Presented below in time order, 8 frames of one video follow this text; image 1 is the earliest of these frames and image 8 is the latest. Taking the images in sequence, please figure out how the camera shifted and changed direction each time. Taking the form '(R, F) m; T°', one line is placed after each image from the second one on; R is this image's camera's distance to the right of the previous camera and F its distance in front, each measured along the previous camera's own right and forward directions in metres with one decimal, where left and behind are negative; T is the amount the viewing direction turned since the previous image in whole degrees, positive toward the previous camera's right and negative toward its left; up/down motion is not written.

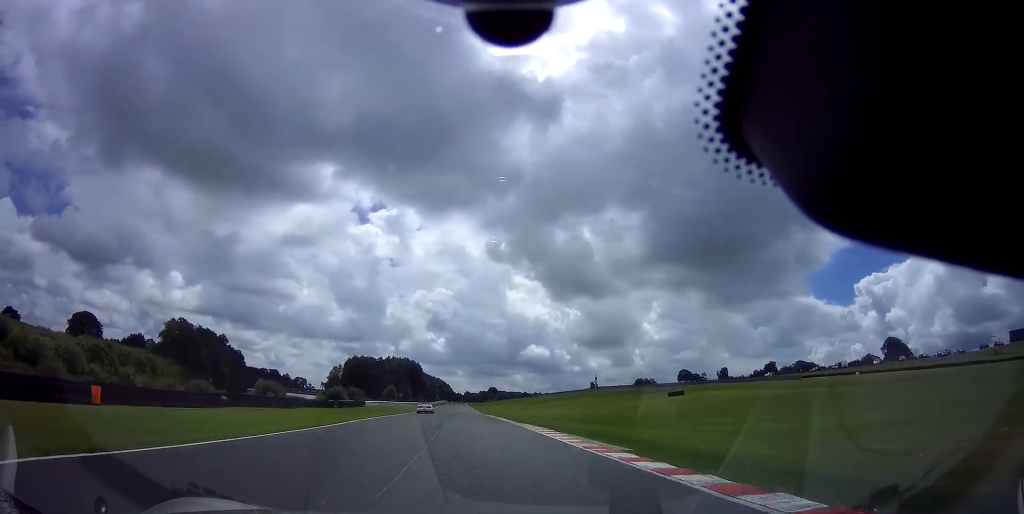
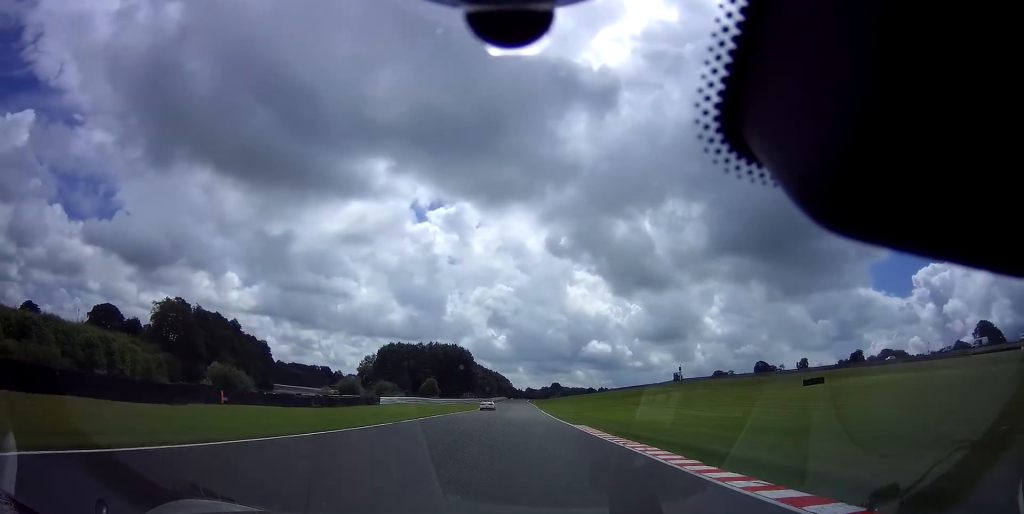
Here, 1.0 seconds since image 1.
(-2.6, +34.3) m; -6°
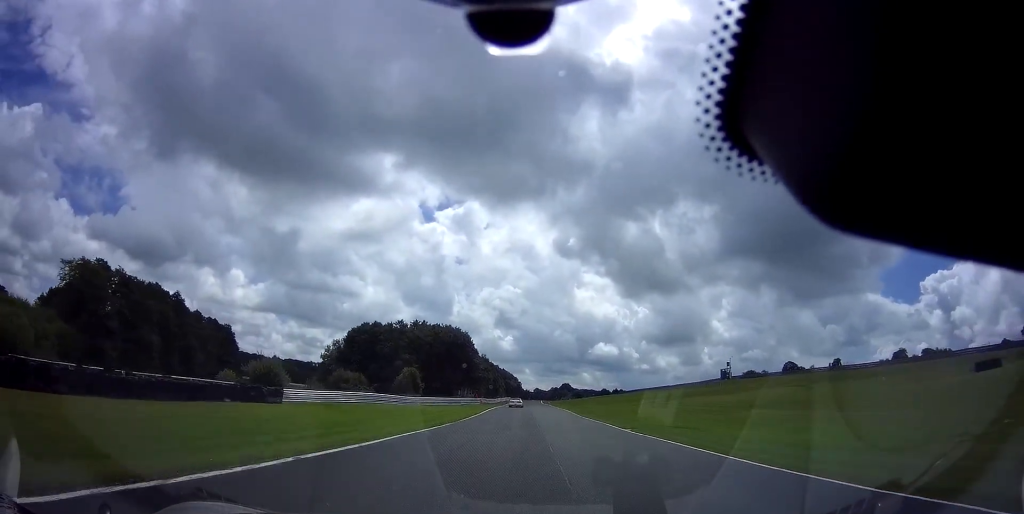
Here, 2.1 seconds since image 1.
(-1.1, +36.9) m; -1°
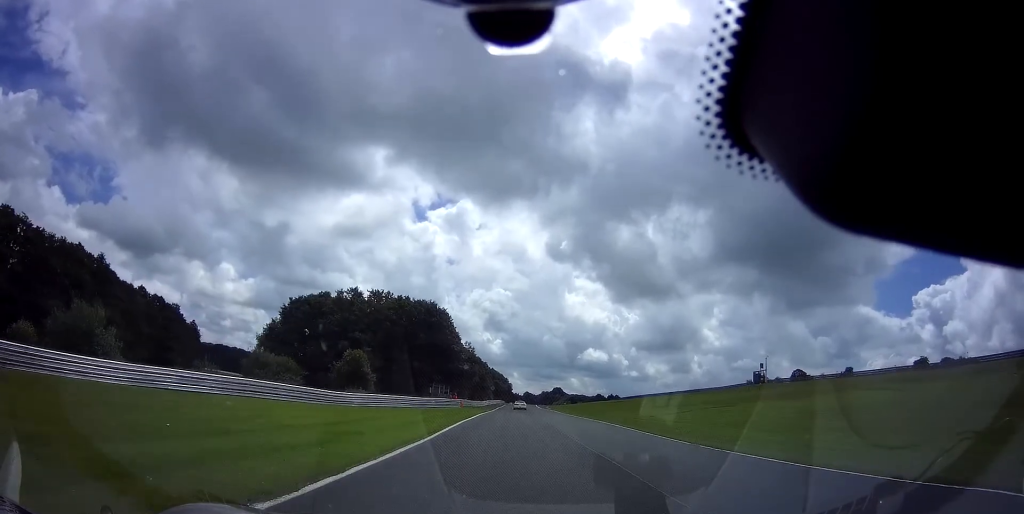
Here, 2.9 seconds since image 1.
(0.0, +27.3) m; +1°
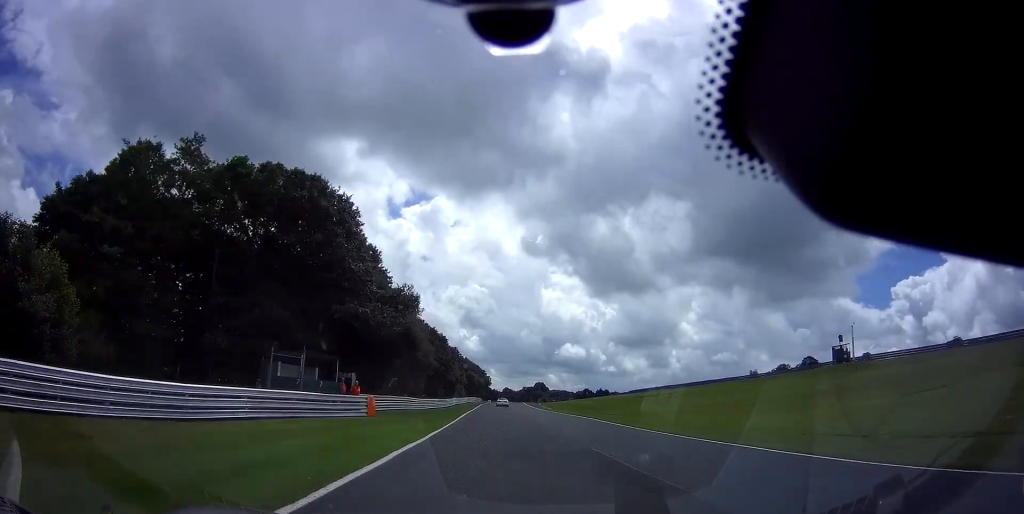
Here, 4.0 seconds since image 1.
(+0.6, +42.3) m; +2°
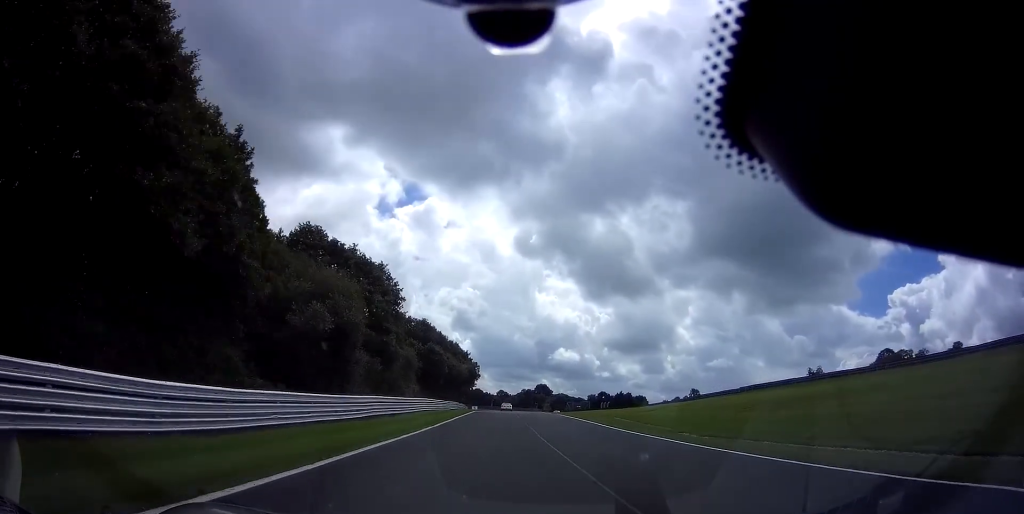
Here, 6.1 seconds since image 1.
(+1.2, +83.0) m; +1°
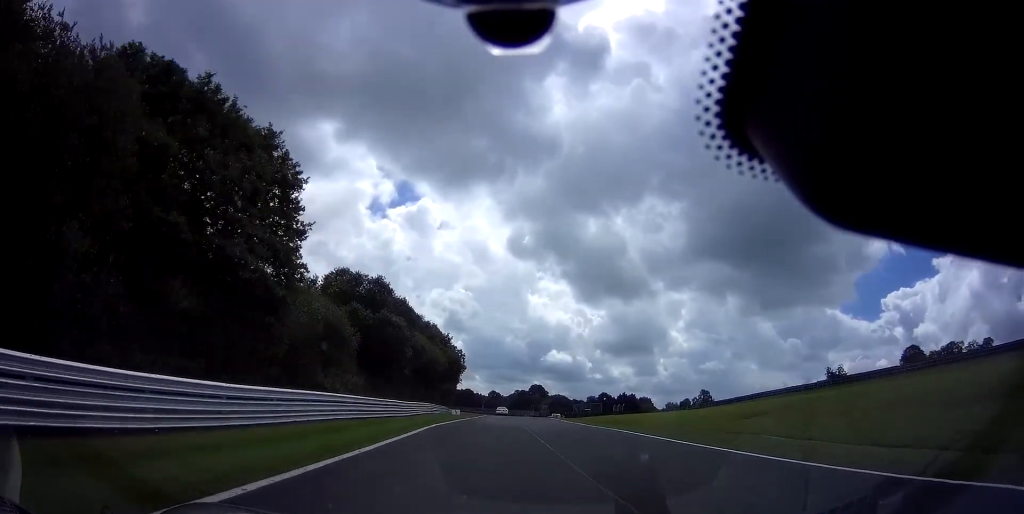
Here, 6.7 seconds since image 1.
(0.0, +25.9) m; +1°
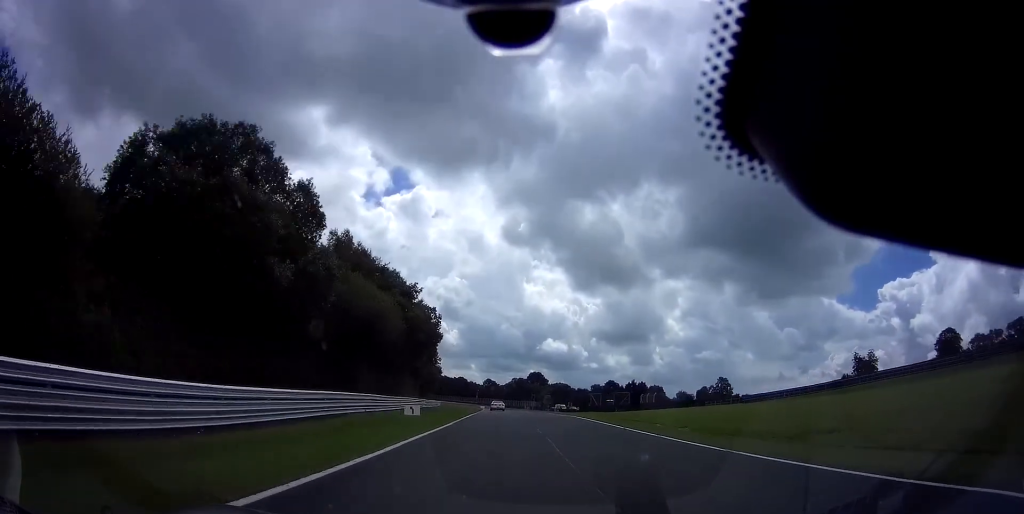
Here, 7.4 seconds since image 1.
(+0.3, +27.7) m; +1°
